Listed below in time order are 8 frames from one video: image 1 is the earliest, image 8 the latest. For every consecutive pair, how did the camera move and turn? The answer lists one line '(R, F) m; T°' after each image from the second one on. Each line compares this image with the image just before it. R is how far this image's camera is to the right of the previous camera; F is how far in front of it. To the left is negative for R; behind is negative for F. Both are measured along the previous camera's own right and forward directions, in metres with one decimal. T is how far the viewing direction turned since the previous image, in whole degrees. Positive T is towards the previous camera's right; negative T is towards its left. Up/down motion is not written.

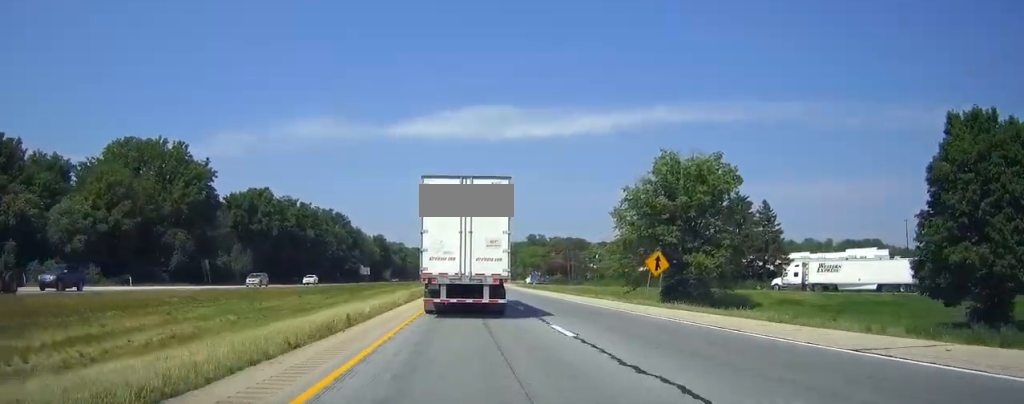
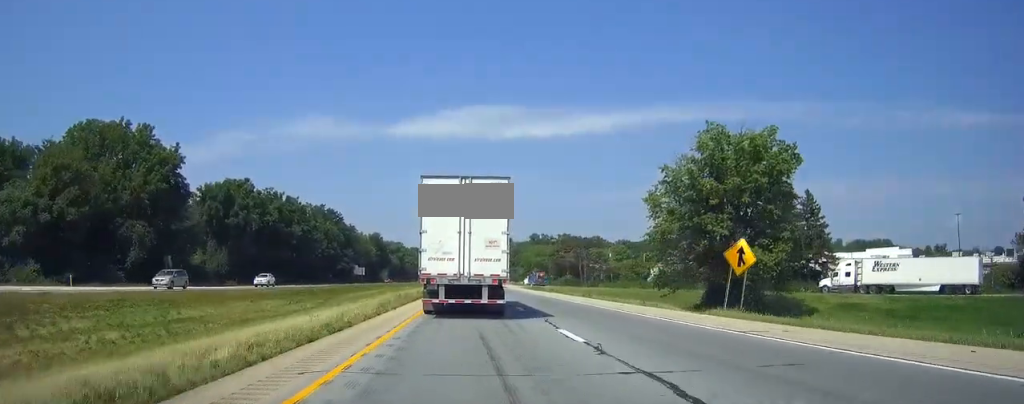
(+0.1, +13.7) m; 0°
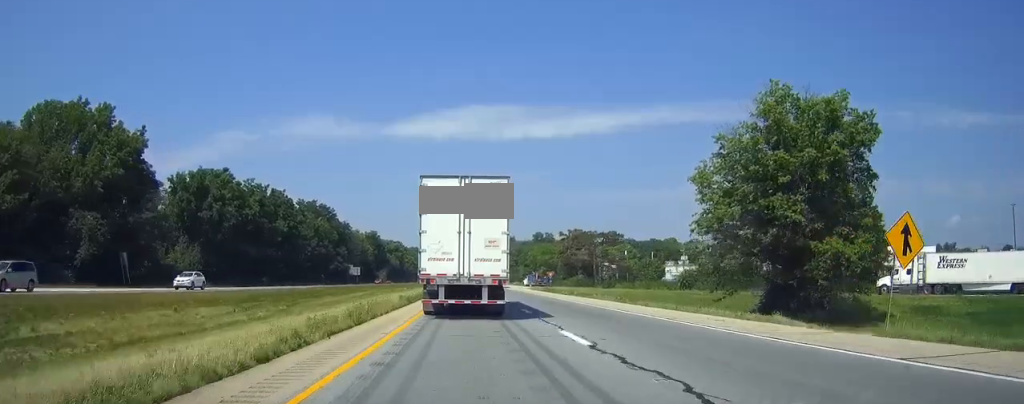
(+0.1, +12.8) m; 0°
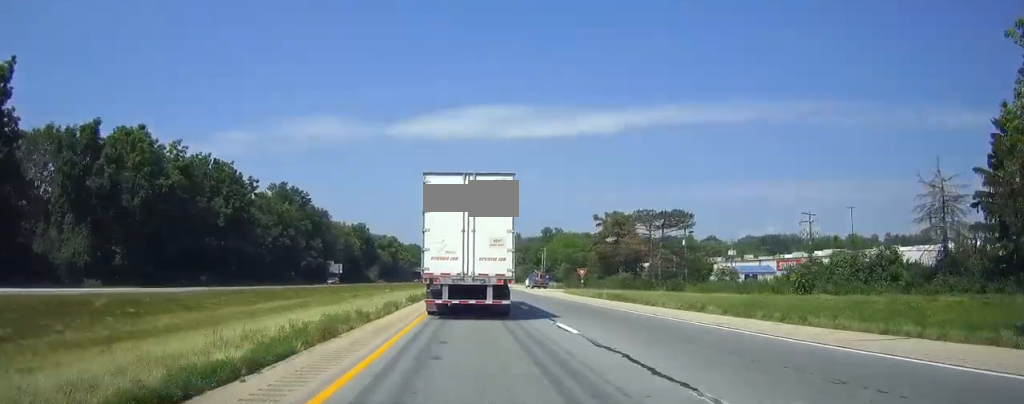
(-0.3, +34.0) m; -1°
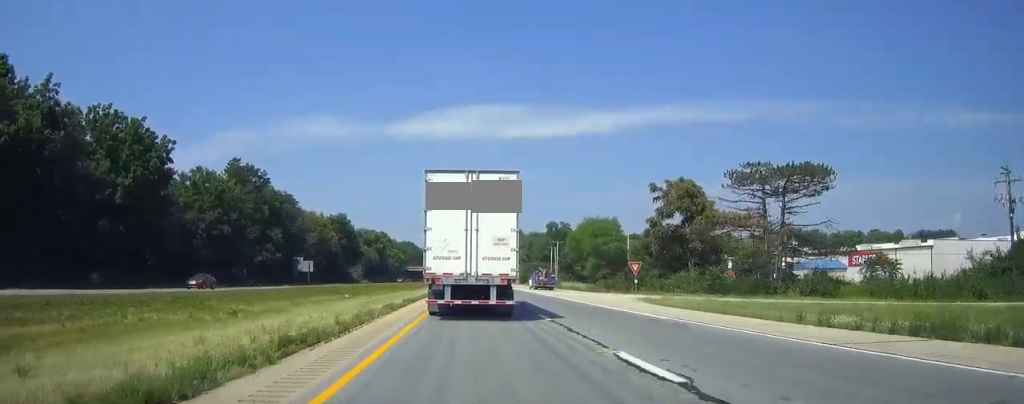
(0.0, +32.1) m; 0°
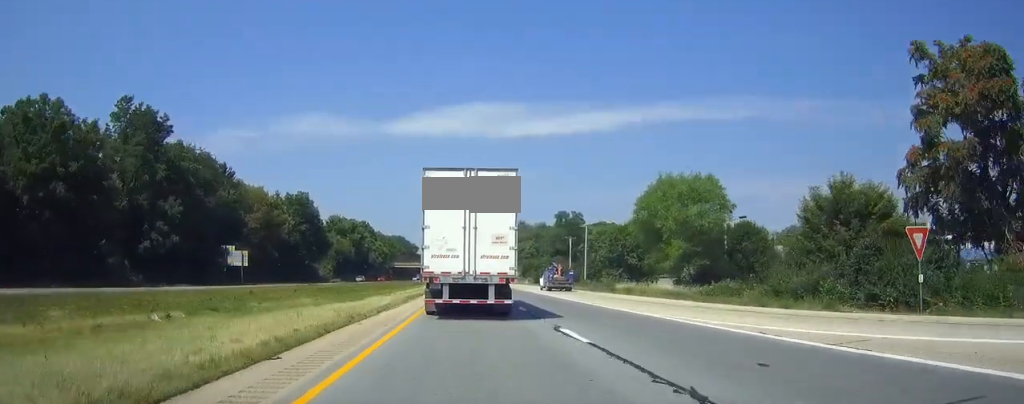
(-0.1, +43.8) m; 0°
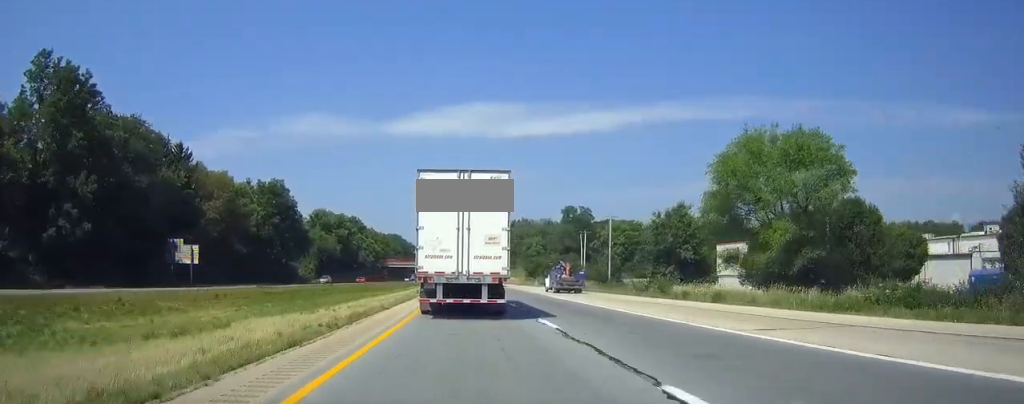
(0.0, +20.8) m; 0°
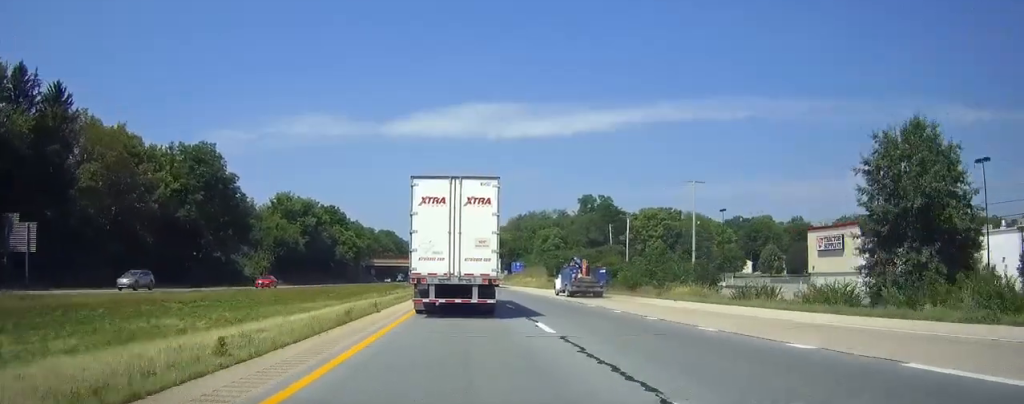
(+0.1, +37.9) m; +1°
